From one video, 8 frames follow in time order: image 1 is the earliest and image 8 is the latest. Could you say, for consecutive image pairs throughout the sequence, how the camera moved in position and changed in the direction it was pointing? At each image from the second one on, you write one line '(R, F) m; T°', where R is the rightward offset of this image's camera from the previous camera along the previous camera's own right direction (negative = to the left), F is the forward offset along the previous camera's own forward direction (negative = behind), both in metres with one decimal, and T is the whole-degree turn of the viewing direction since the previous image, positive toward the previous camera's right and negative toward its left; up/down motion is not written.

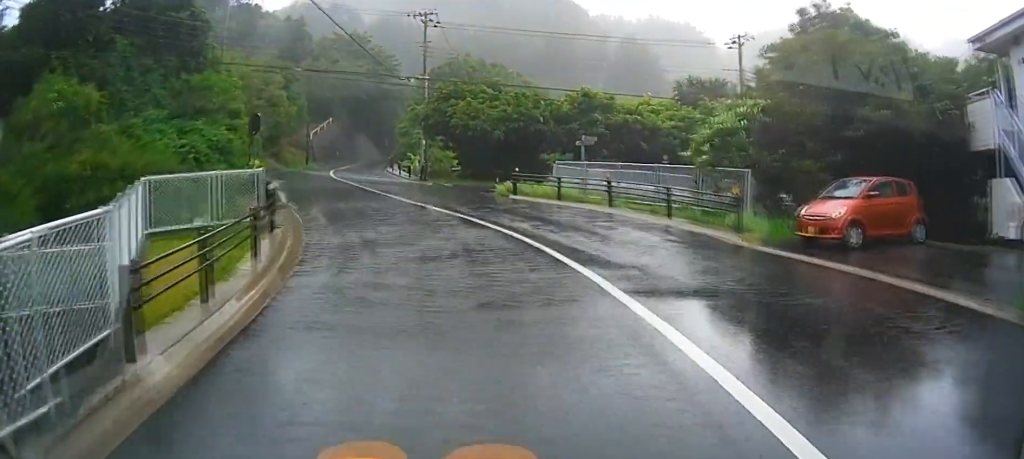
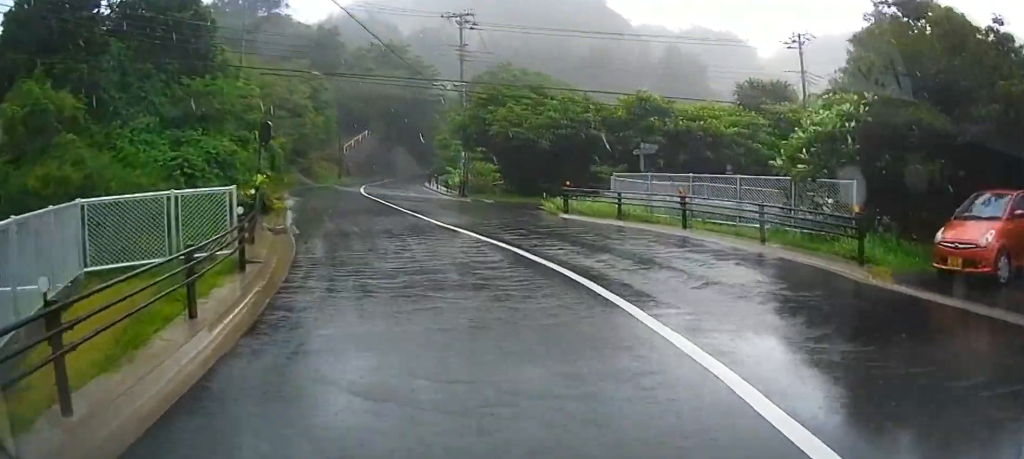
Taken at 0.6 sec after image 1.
(-0.2, +4.8) m; +1°
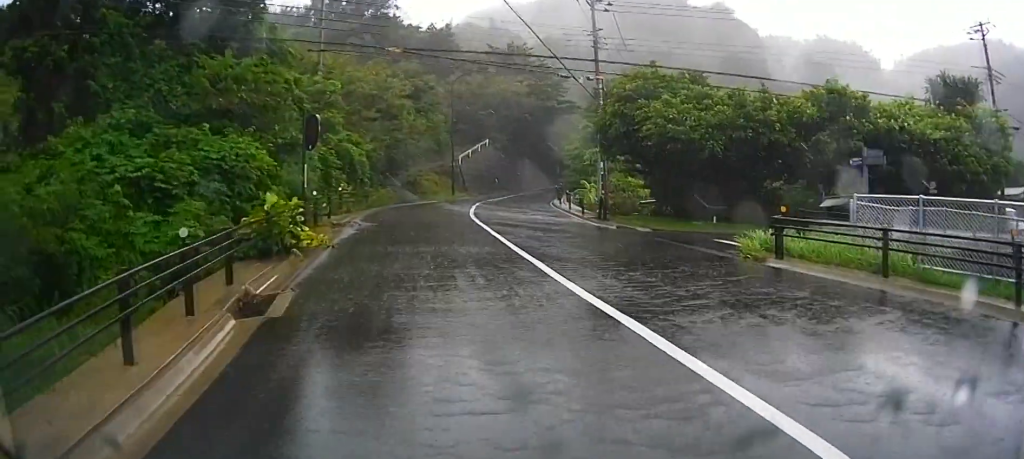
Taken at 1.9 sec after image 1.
(+0.4, +10.3) m; 0°
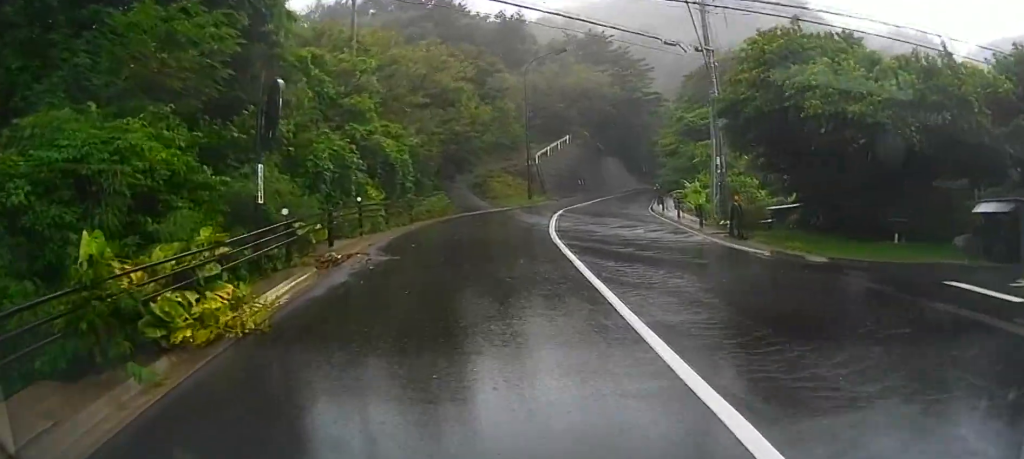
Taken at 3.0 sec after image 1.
(-0.7, +9.0) m; -11°
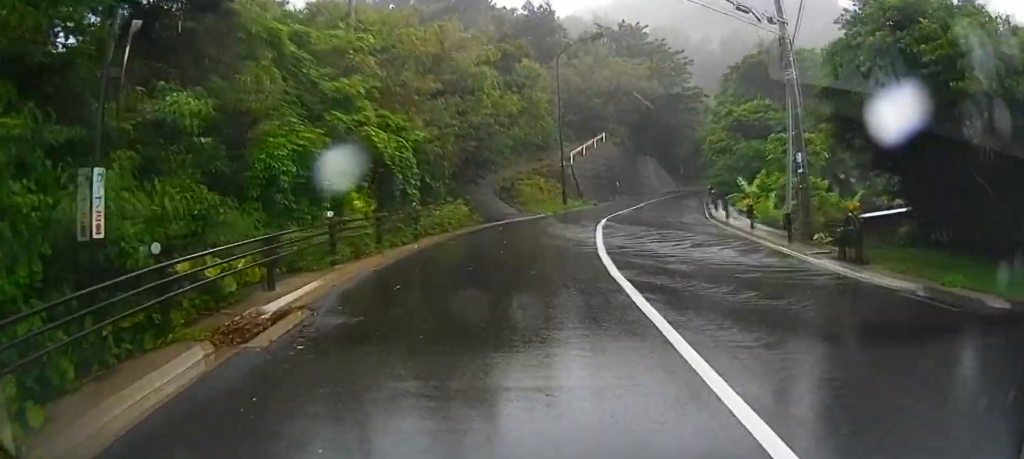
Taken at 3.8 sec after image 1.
(-0.7, +6.0) m; -4°
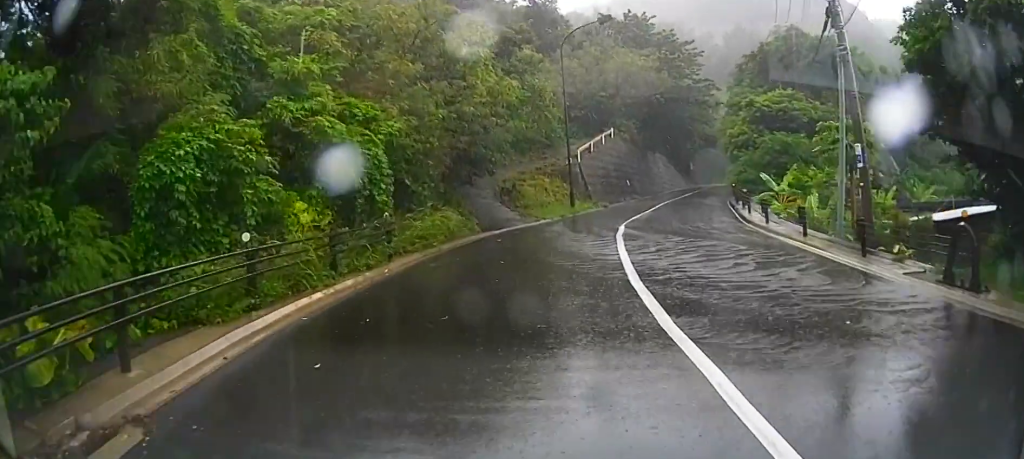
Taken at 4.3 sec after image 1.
(+0.2, +4.0) m; +2°
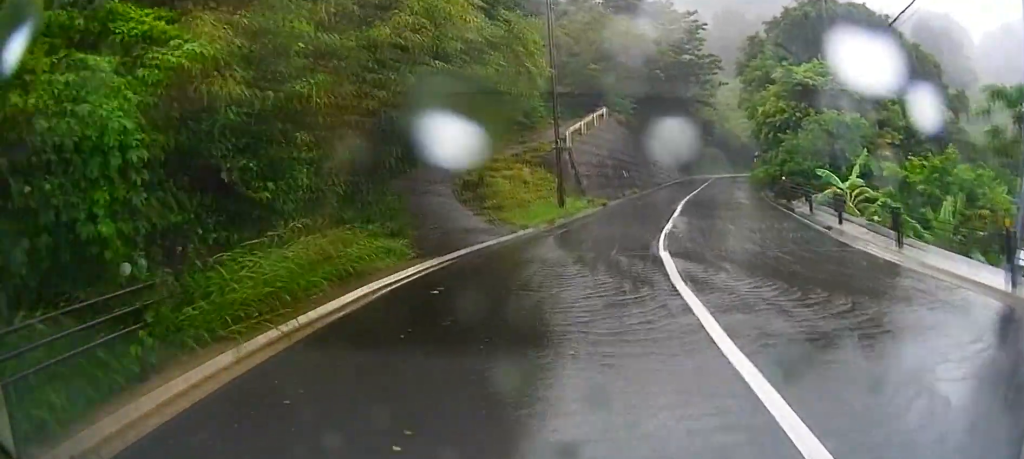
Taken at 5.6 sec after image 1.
(+0.3, +9.5) m; +2°
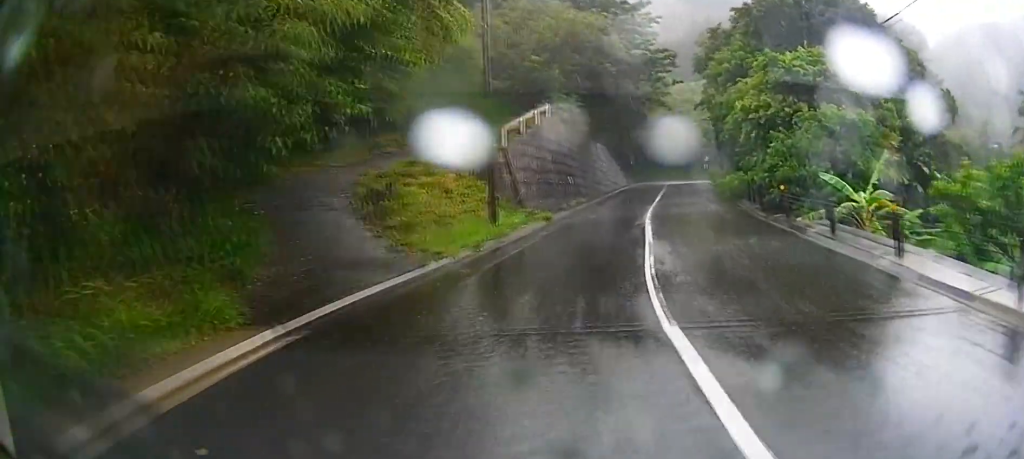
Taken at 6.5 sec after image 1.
(0.0, +5.6) m; +3°
